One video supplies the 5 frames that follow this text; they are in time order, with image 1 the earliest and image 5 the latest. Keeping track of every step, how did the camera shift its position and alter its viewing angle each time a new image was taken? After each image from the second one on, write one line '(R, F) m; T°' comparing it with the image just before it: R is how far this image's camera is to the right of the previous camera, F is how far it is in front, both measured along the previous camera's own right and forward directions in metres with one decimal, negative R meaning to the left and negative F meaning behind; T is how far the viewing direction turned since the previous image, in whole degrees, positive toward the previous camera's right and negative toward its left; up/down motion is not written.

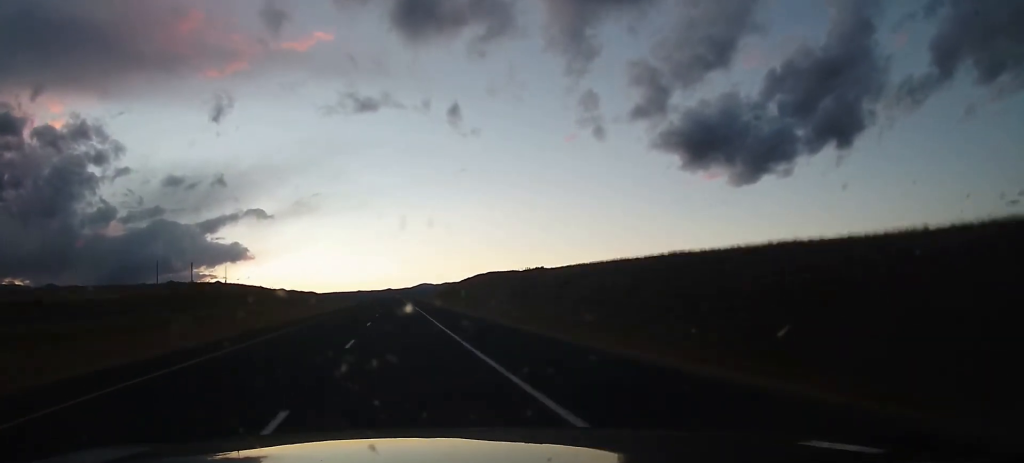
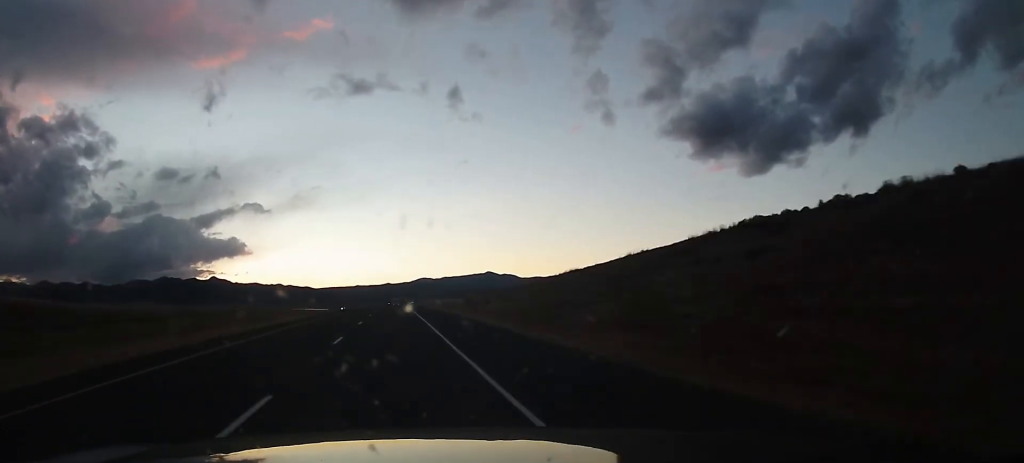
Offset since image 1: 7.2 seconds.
(0.0, +273.8) m; 0°
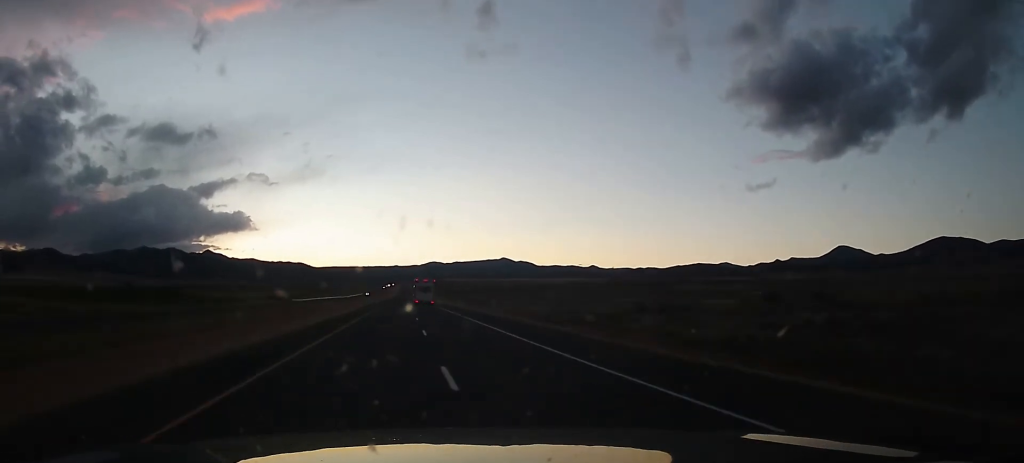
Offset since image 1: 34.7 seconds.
(-3.5, +1023.4) m; -1°
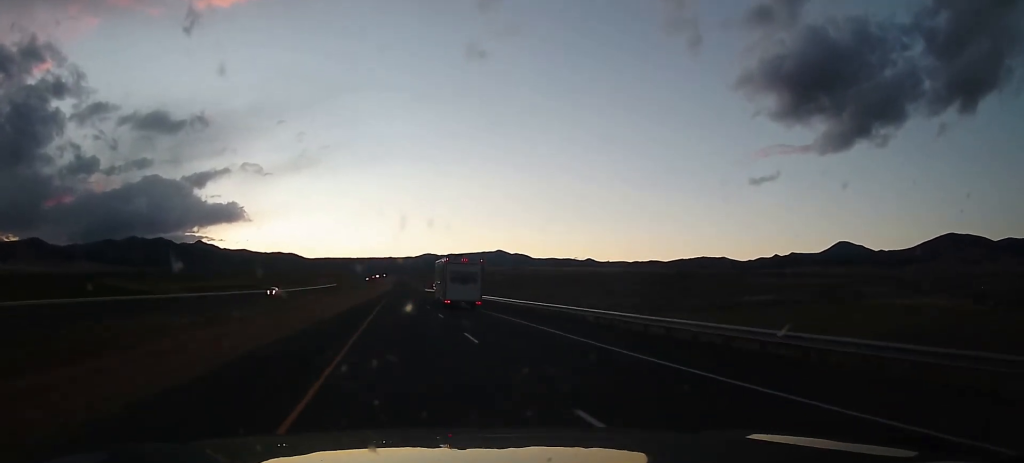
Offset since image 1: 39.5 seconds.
(+0.1, +166.5) m; 0°
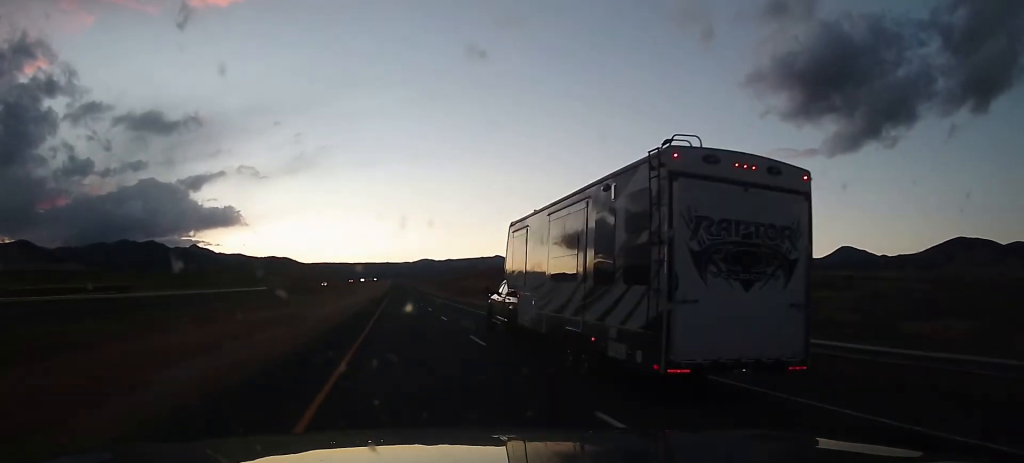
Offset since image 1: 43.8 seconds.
(+0.3, +143.5) m; 0°
